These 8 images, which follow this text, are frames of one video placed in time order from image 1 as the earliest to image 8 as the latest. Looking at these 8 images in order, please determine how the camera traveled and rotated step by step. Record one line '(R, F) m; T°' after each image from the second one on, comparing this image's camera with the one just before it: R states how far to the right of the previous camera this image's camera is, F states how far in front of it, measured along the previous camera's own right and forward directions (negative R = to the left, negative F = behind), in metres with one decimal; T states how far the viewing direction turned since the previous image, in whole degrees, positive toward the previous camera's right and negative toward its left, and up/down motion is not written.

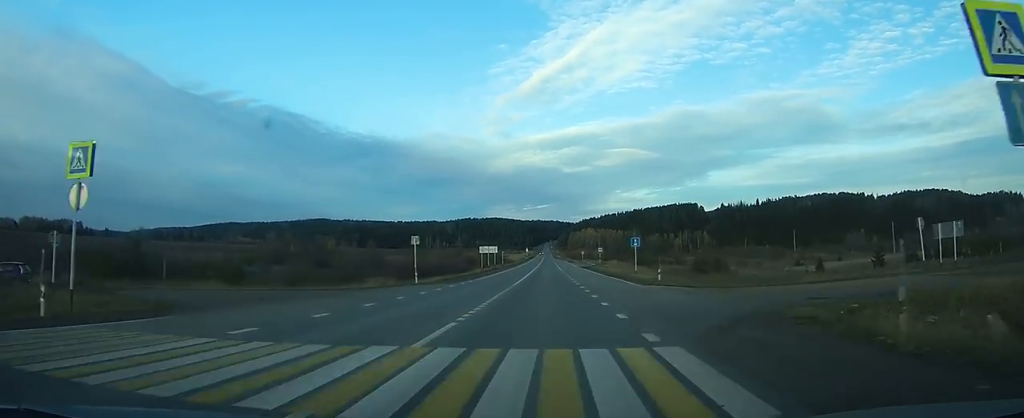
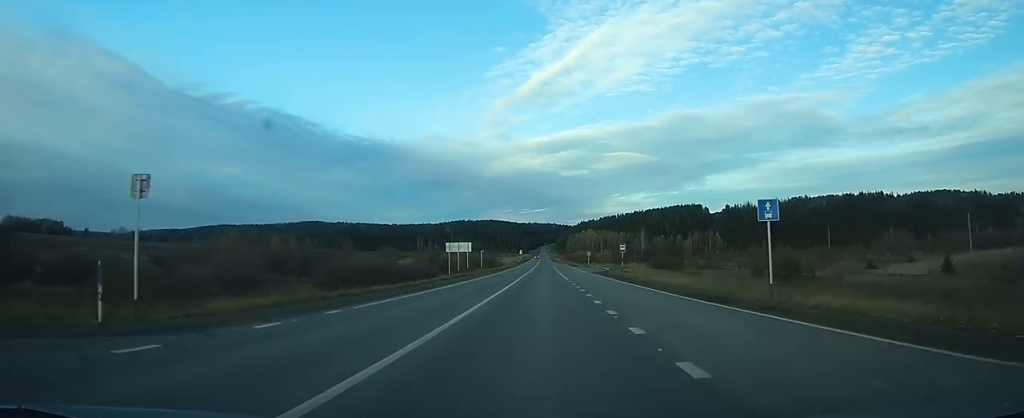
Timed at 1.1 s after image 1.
(0.0, +30.6) m; 0°
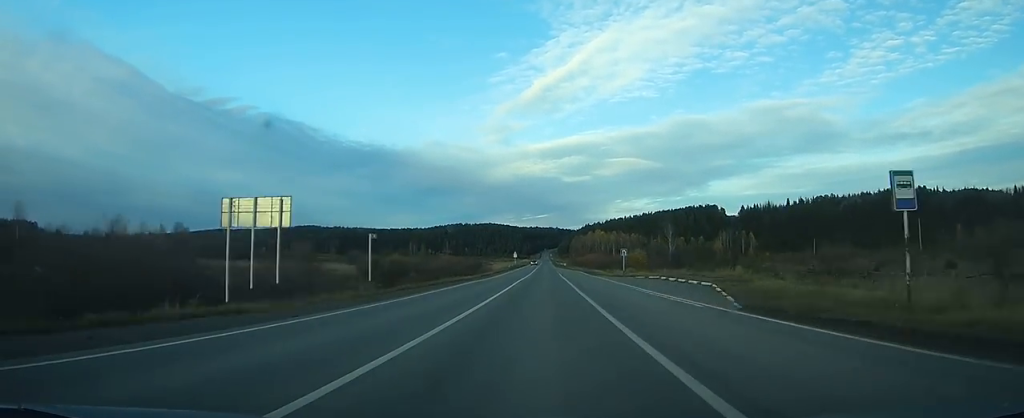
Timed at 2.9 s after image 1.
(+0.1, +49.5) m; 0°
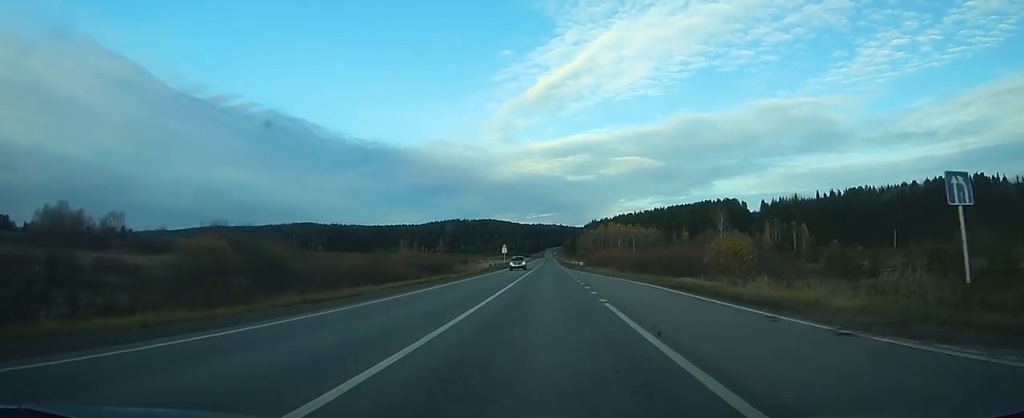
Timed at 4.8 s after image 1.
(0.0, +52.3) m; 0°
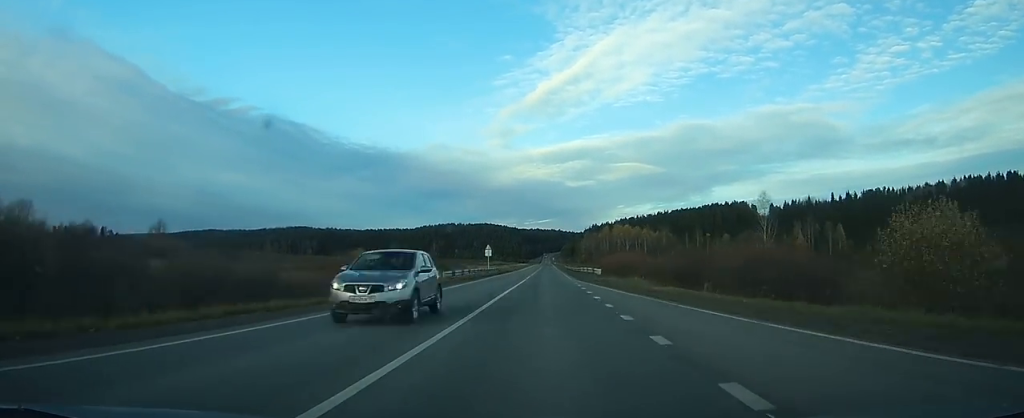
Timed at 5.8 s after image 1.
(0.0, +28.4) m; 0°
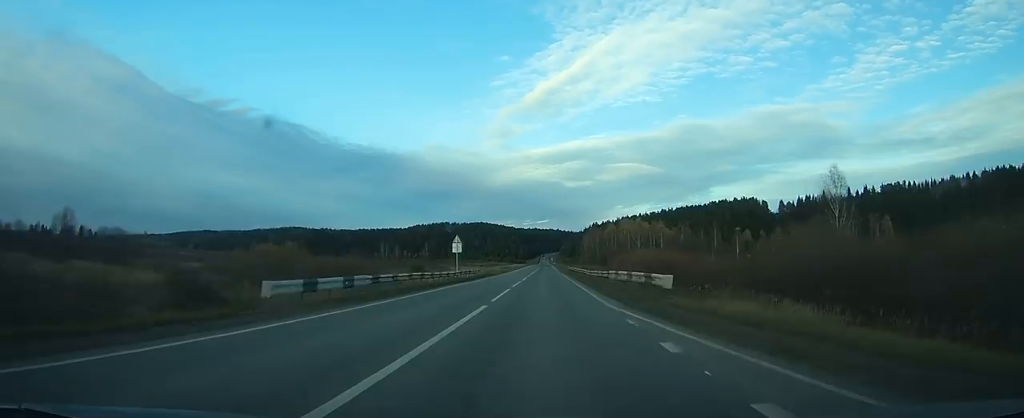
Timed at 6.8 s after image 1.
(-0.1, +28.7) m; 0°
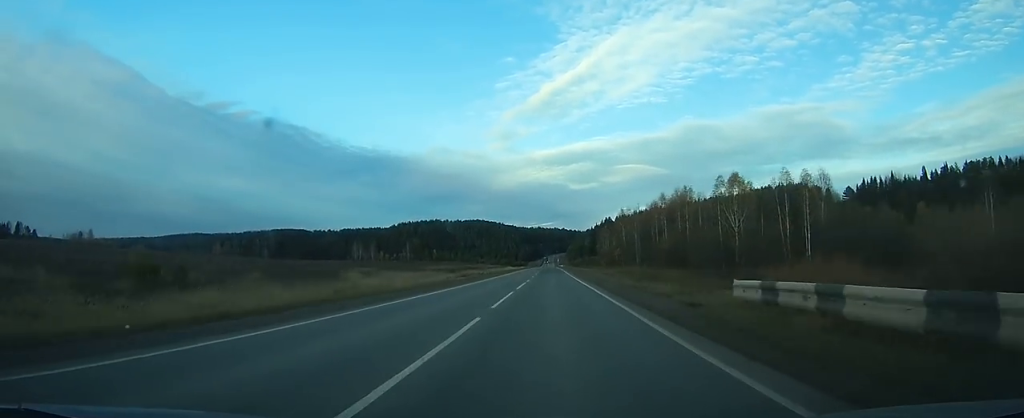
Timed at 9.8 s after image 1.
(-0.1, +86.9) m; 0°
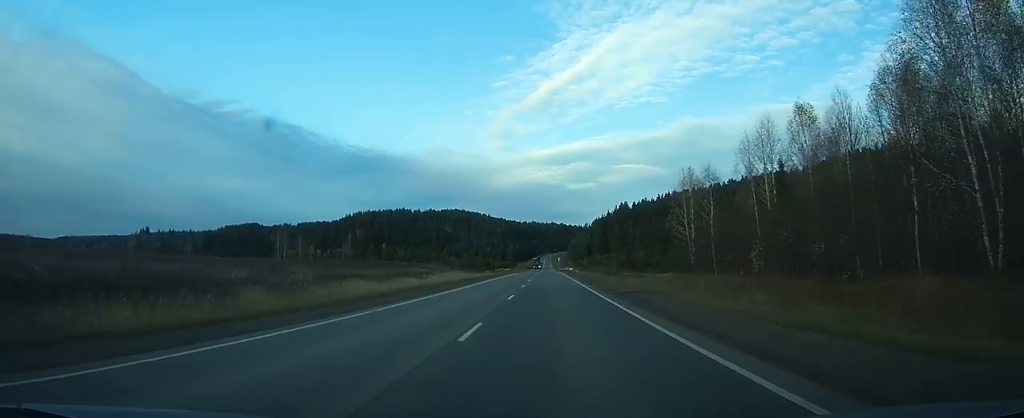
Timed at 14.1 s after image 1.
(+0.4, +126.4) m; 0°
